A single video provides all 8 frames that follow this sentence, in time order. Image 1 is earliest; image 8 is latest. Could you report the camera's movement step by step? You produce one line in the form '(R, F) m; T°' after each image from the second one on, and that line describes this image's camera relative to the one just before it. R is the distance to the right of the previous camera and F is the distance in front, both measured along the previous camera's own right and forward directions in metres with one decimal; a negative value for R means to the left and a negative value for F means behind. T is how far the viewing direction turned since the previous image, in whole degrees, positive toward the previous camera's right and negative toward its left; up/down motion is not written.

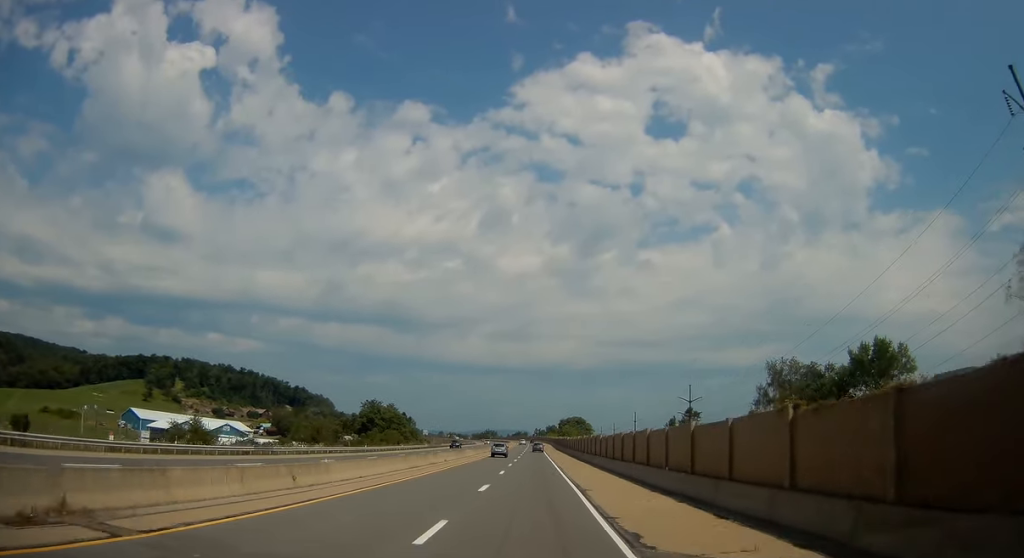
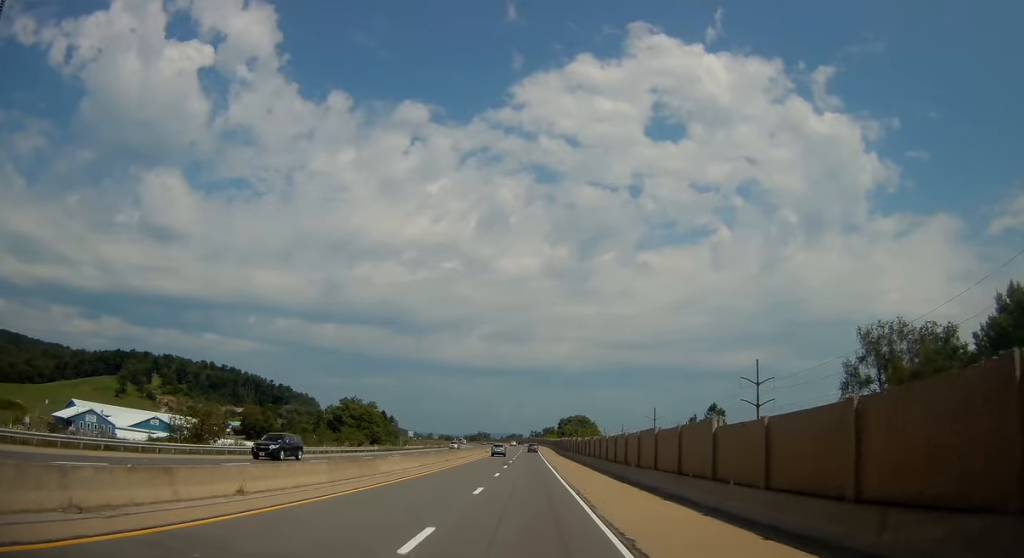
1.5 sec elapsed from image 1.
(+0.1, +37.9) m; 0°
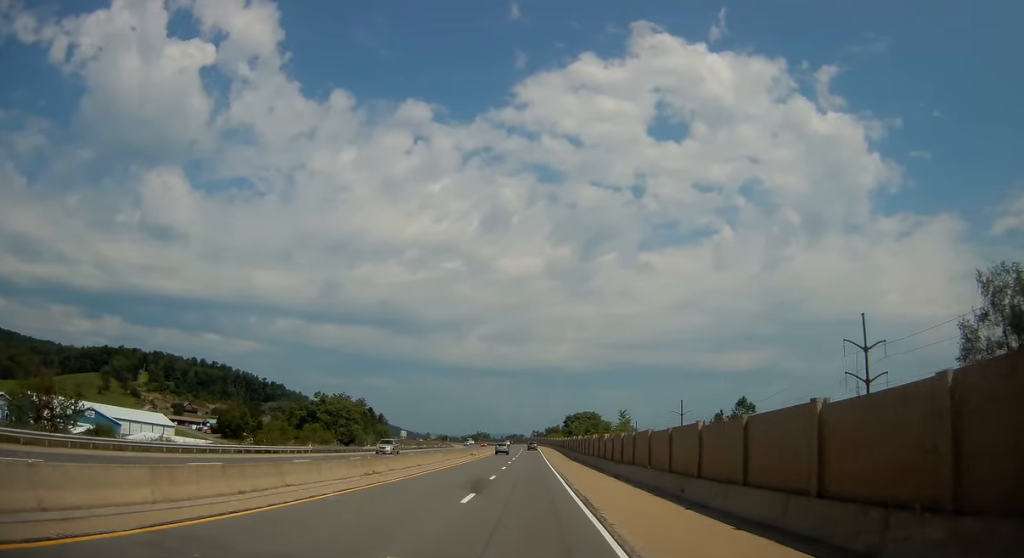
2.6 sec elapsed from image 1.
(+0.1, +27.8) m; 0°
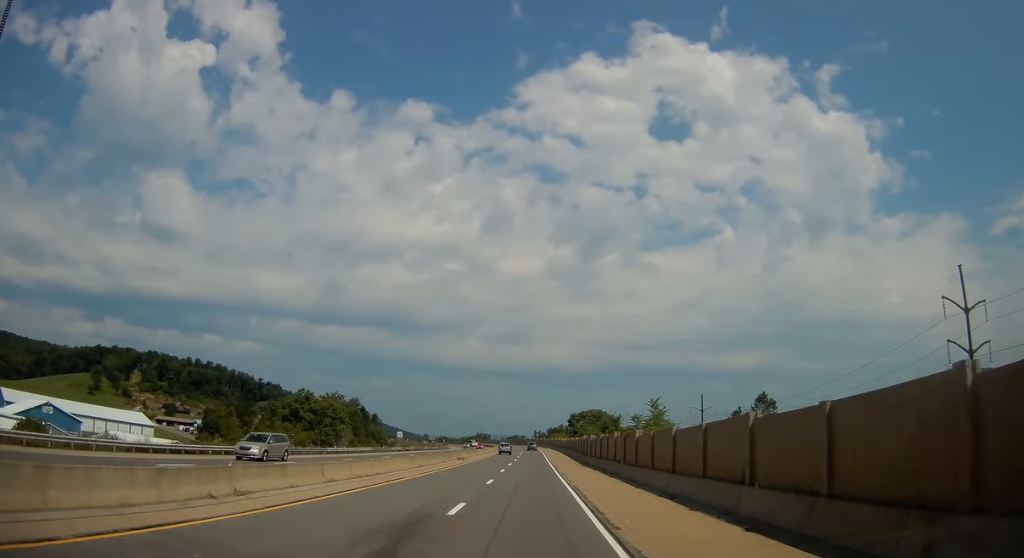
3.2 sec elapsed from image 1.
(0.0, +15.1) m; 0°
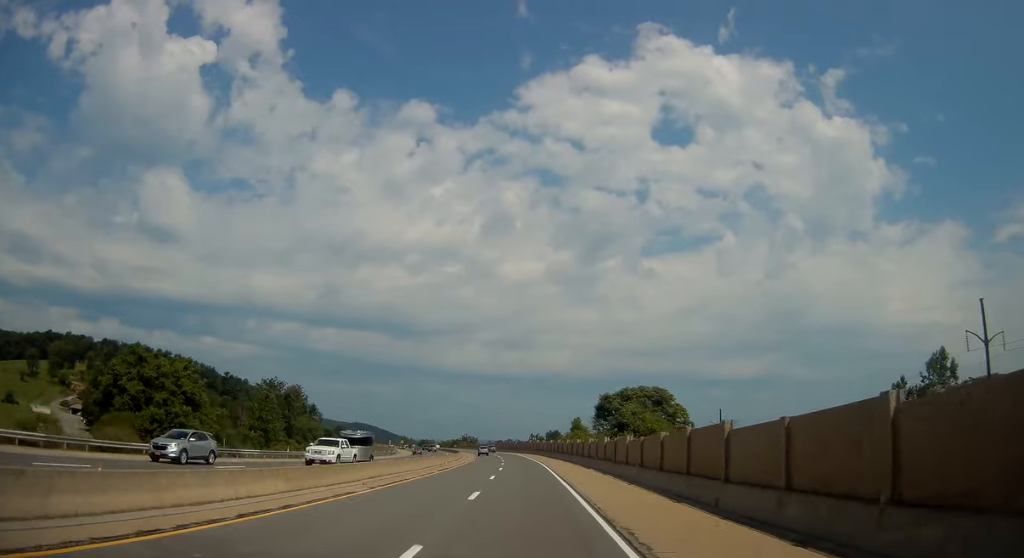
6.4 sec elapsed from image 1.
(-0.1, +80.7) m; 0°
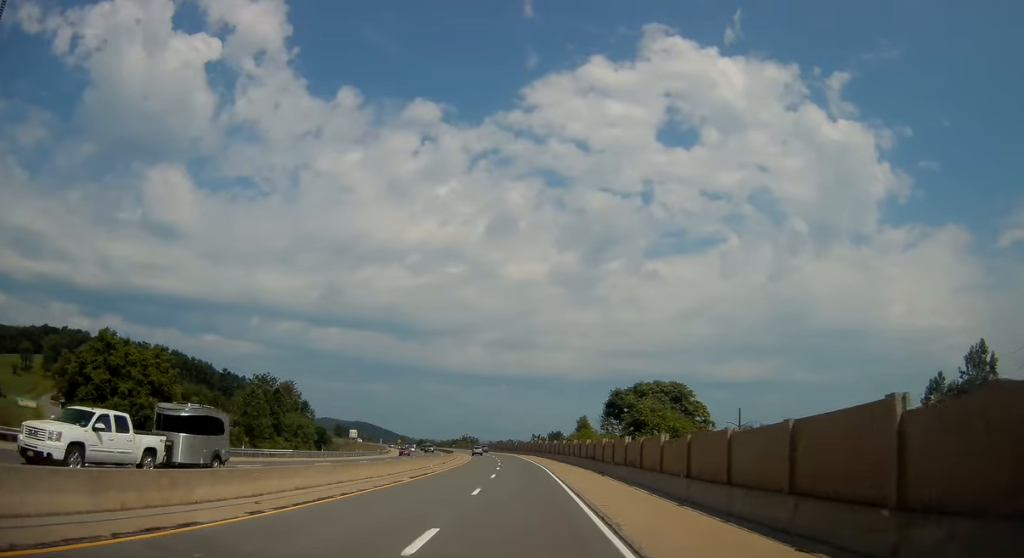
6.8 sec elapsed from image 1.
(0.0, +10.1) m; 0°
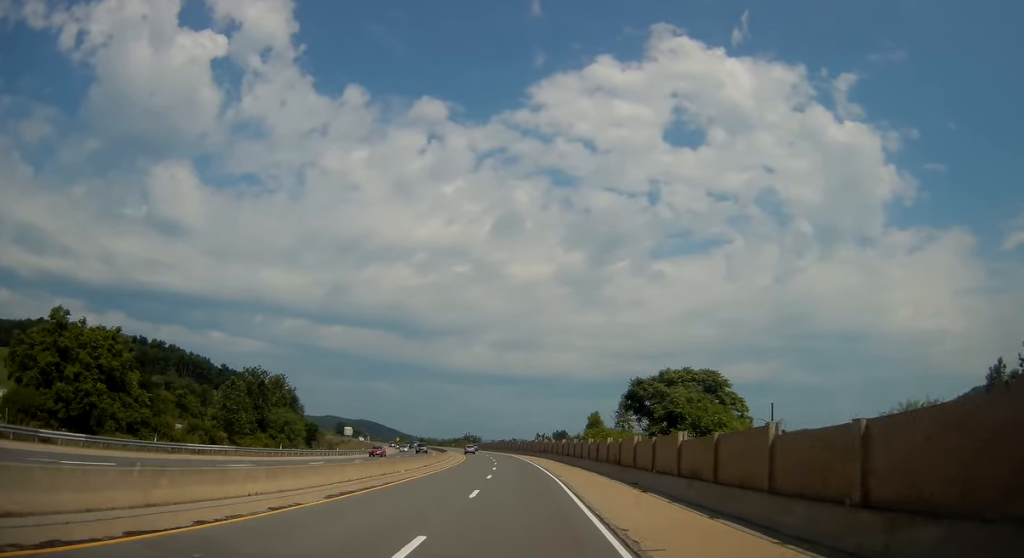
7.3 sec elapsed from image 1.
(0.0, +13.3) m; 0°
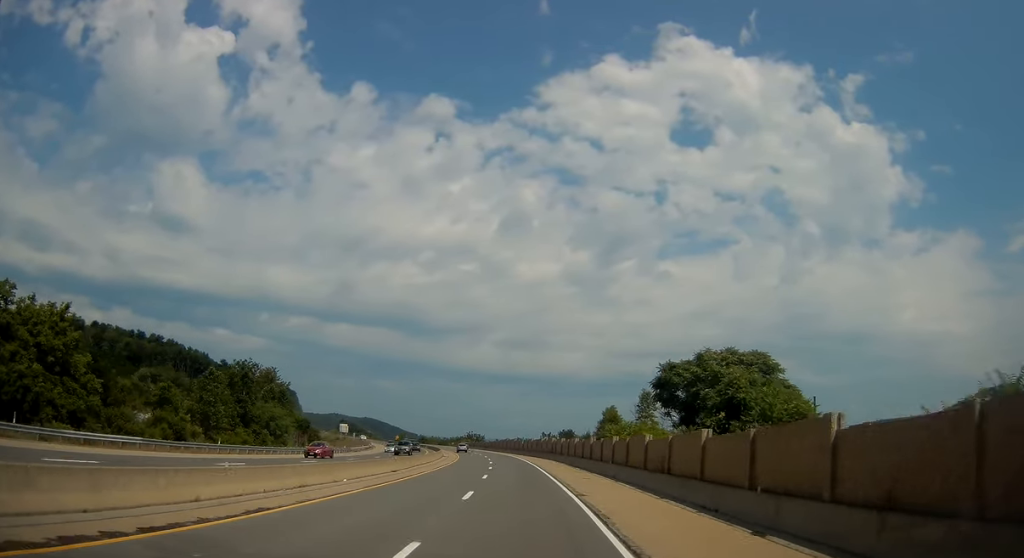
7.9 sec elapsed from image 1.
(0.0, +13.3) m; 0°
